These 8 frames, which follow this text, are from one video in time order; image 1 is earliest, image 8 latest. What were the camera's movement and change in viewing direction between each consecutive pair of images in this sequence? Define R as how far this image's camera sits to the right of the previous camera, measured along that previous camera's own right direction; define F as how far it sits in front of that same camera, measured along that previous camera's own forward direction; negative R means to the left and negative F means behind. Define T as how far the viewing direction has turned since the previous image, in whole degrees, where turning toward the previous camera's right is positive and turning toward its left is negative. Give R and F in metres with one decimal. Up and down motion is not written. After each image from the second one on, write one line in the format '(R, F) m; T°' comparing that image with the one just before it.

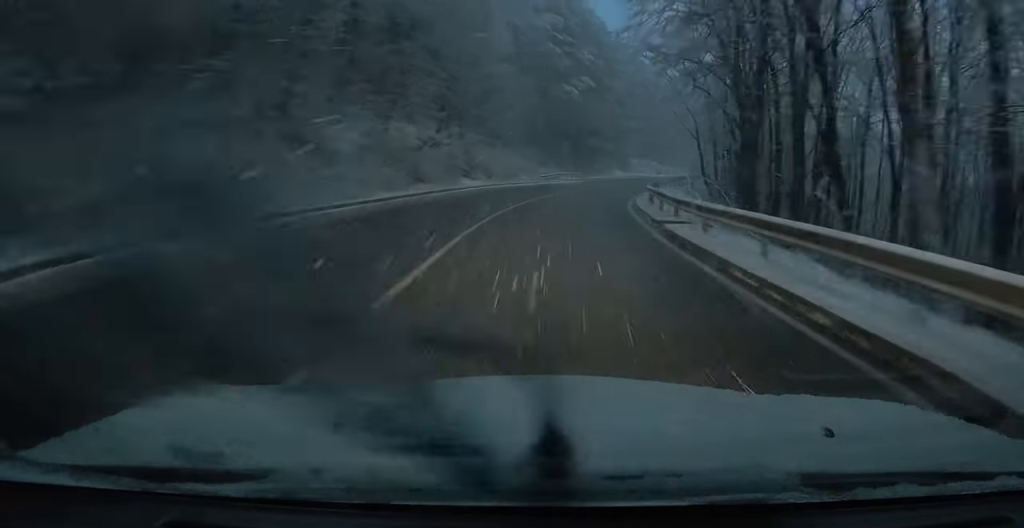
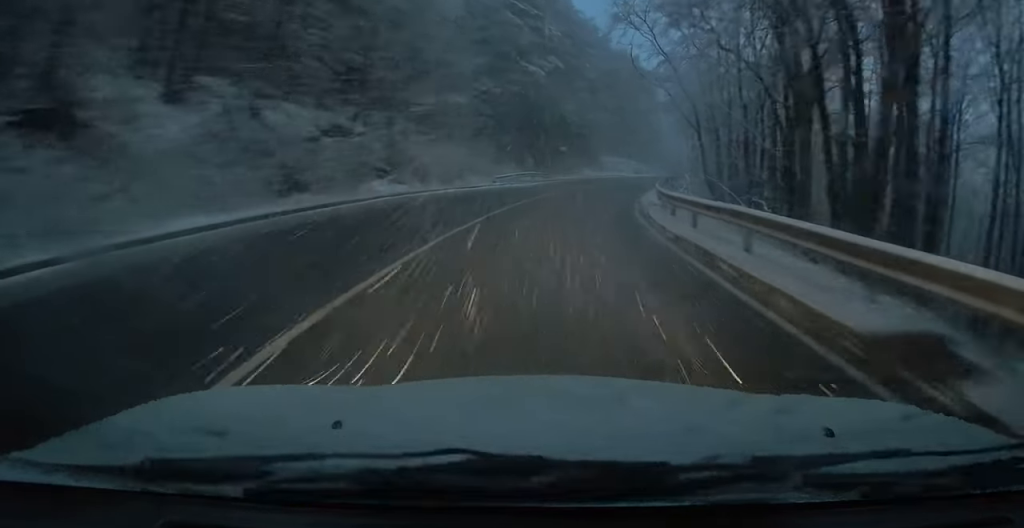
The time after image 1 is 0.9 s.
(+0.2, +11.4) m; +2°
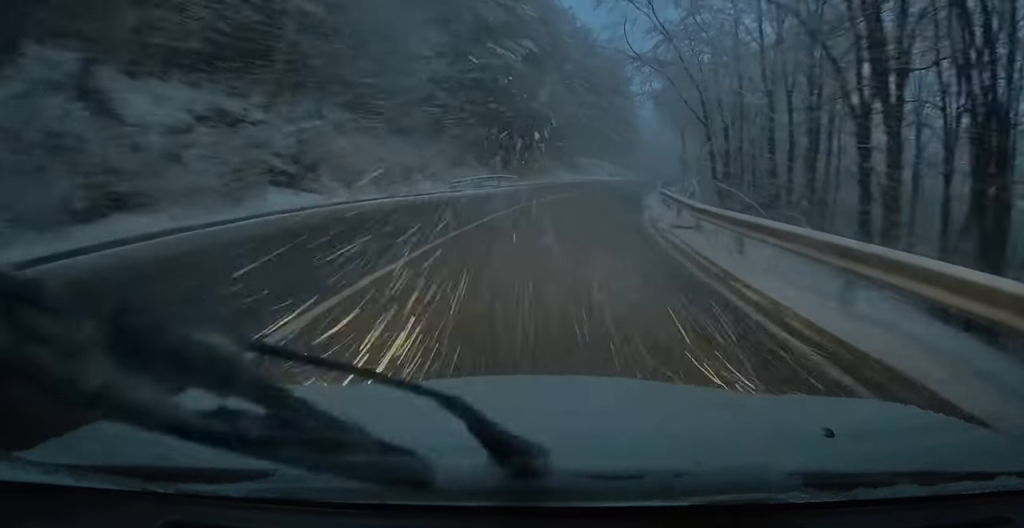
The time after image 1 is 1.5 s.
(+0.1, +7.5) m; +2°
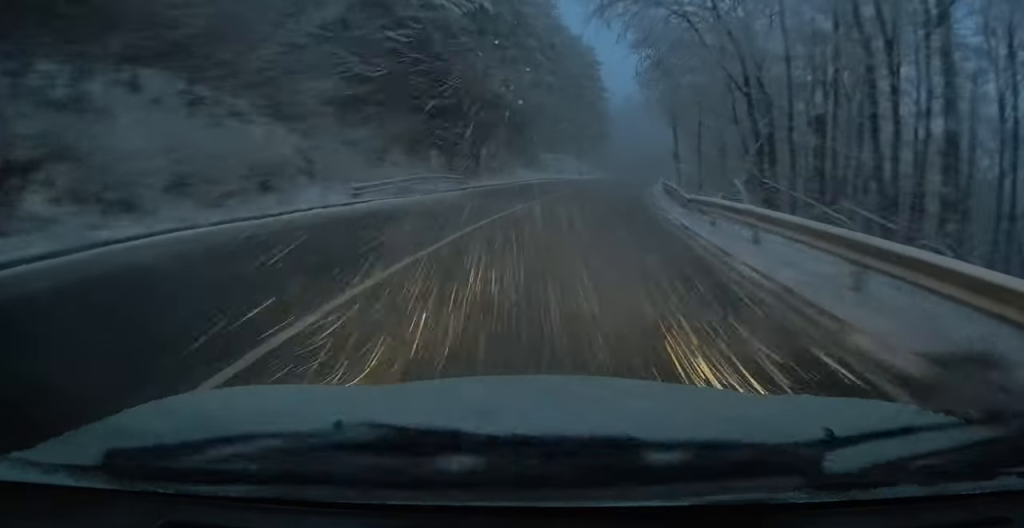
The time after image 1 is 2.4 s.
(+0.2, +11.1) m; +5°
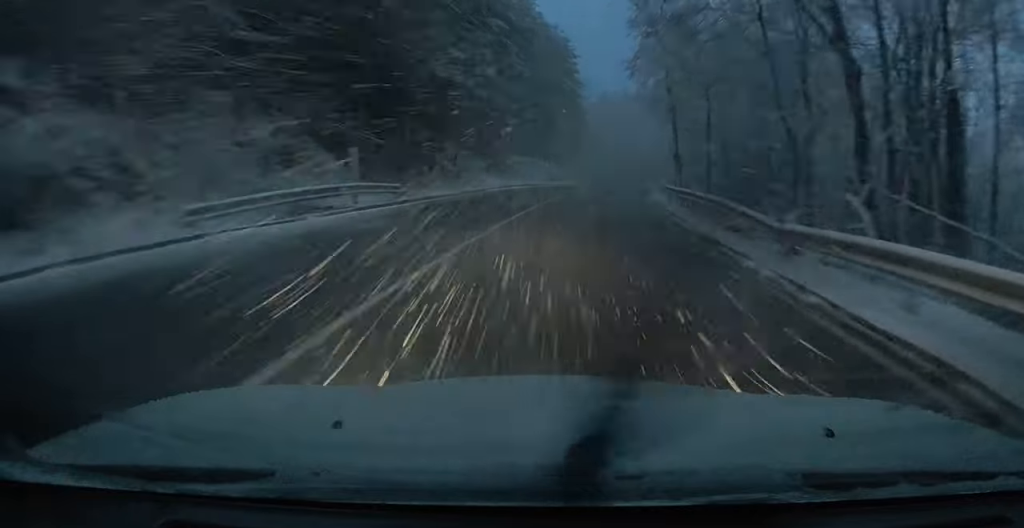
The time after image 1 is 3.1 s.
(+0.5, +8.2) m; +4°
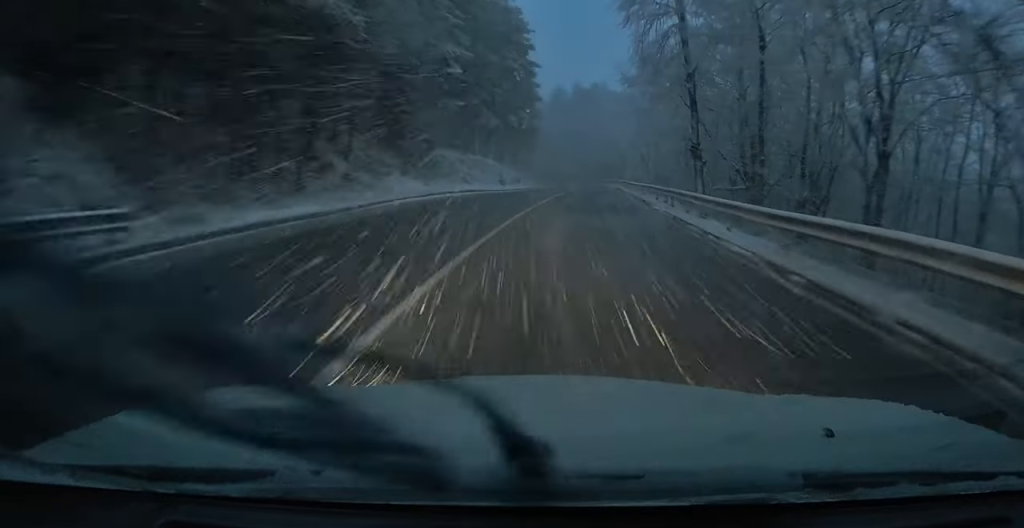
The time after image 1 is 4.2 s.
(+0.6, +13.5) m; +8°
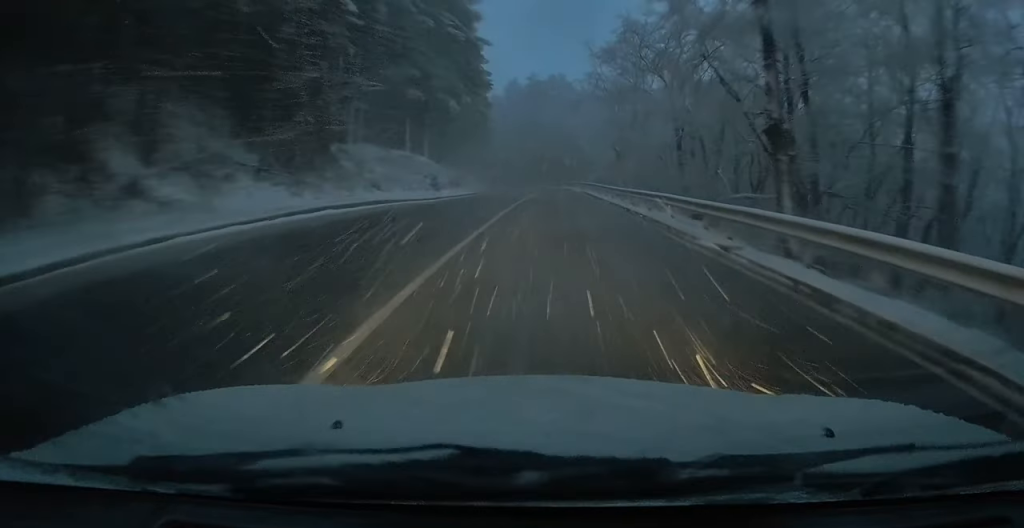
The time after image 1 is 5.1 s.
(+1.1, +11.2) m; +9°
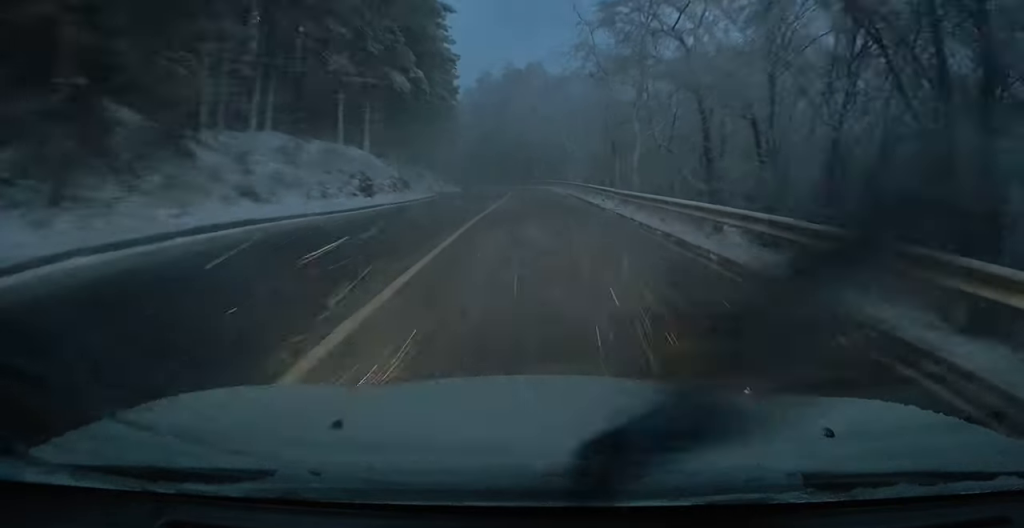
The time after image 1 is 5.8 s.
(+0.7, +9.8) m; +3°
